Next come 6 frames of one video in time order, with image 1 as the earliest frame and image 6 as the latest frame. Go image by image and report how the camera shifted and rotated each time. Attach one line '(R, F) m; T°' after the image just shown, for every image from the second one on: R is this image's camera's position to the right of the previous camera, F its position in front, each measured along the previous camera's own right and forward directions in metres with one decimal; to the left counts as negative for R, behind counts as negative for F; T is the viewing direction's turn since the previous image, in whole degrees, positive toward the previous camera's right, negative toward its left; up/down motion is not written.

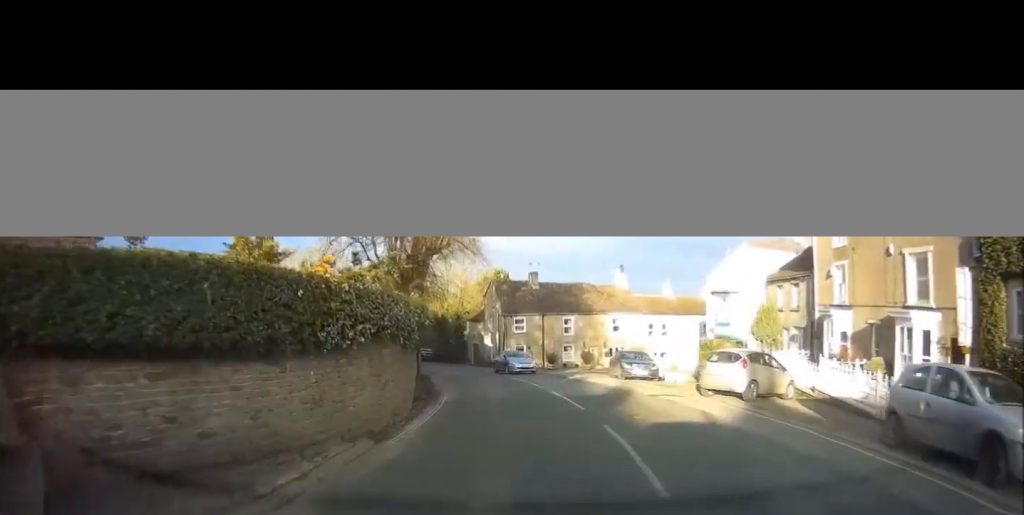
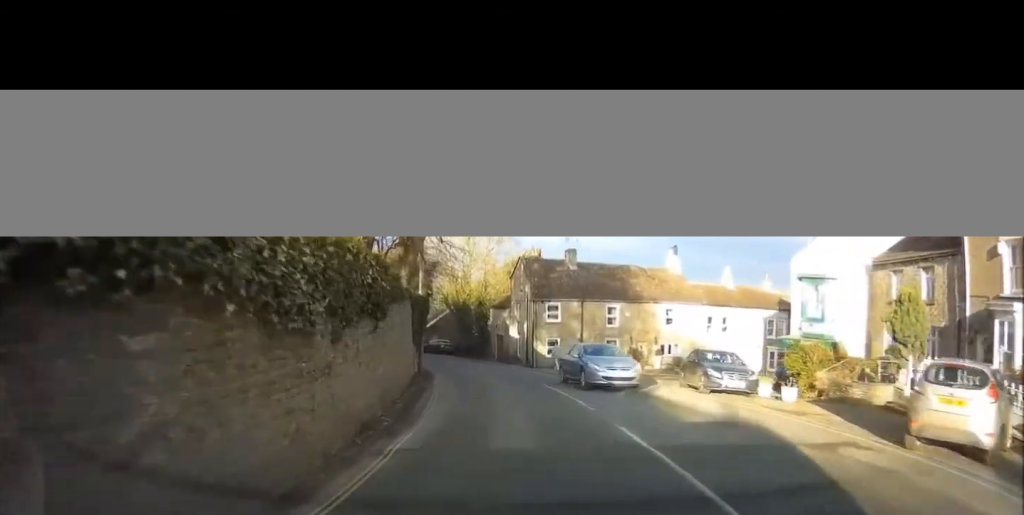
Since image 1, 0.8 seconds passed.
(-0.2, +8.1) m; -3°
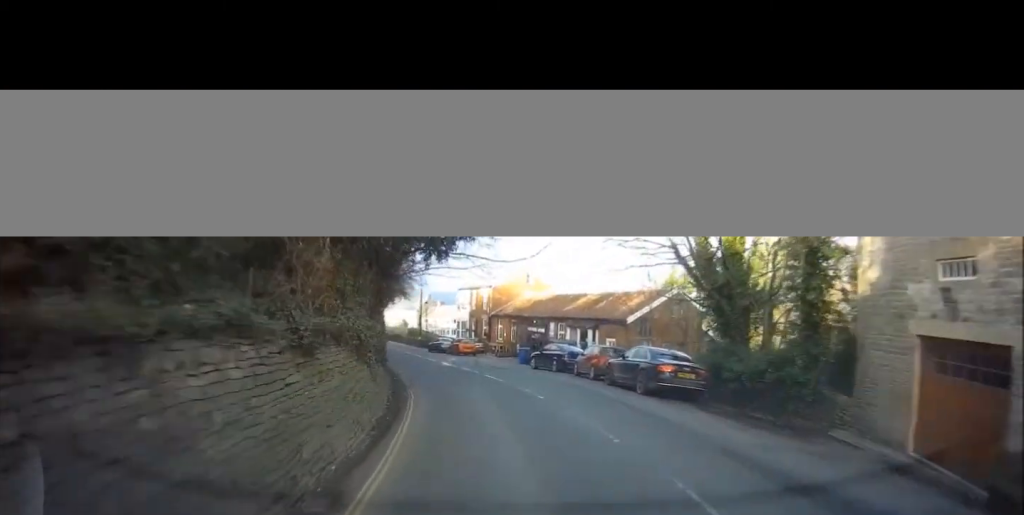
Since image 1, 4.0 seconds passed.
(-5.9, +35.0) m; -21°
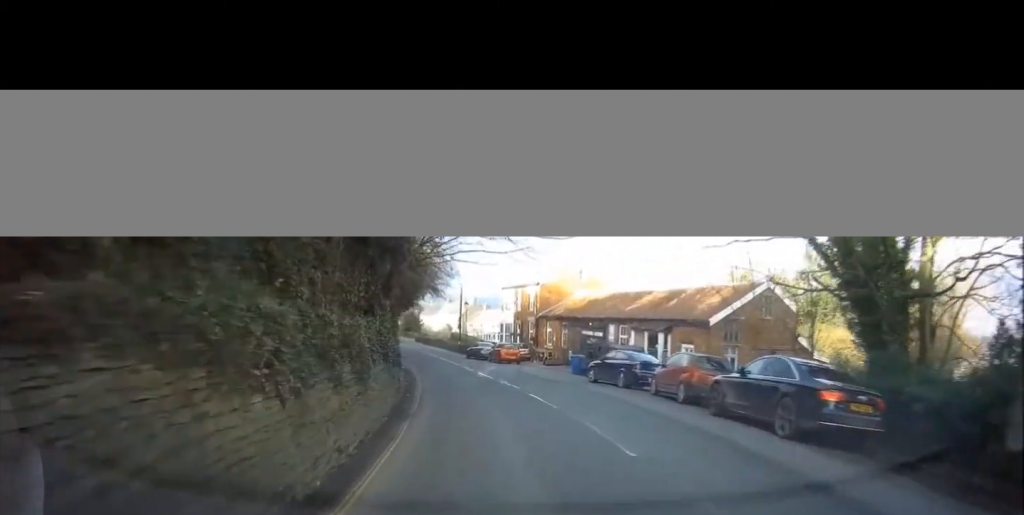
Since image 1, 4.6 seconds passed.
(-0.1, +6.0) m; -4°
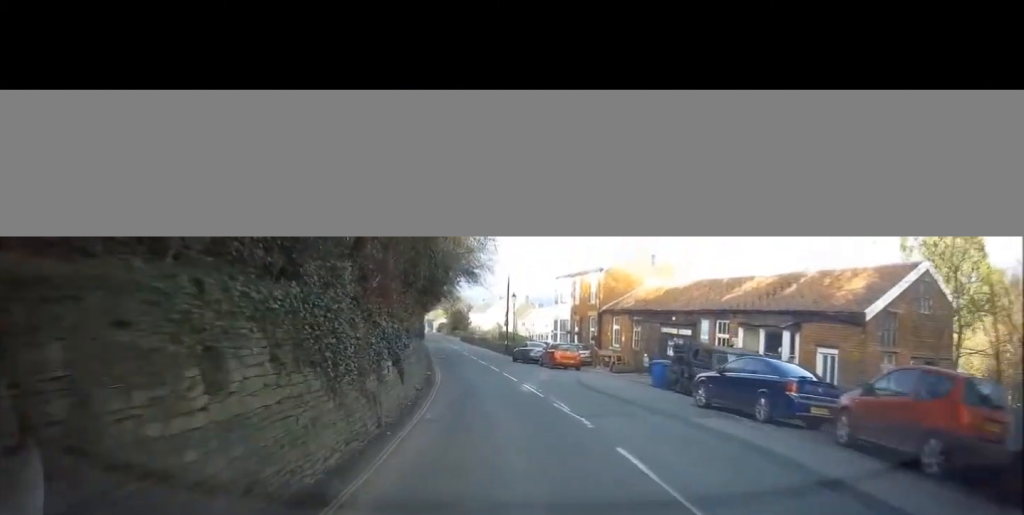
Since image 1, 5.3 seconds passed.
(-0.4, +8.2) m; -6°
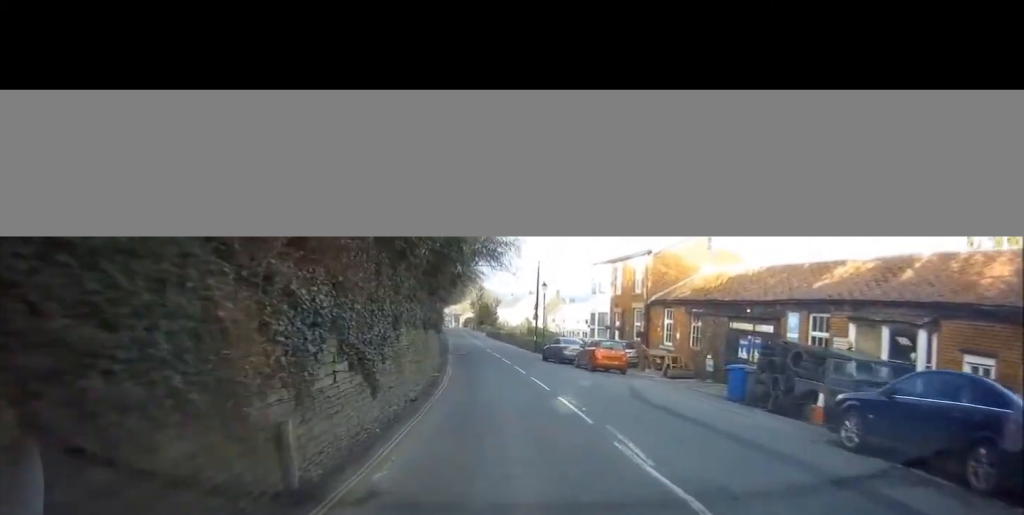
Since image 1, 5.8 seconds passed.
(-0.2, +5.6) m; -4°
